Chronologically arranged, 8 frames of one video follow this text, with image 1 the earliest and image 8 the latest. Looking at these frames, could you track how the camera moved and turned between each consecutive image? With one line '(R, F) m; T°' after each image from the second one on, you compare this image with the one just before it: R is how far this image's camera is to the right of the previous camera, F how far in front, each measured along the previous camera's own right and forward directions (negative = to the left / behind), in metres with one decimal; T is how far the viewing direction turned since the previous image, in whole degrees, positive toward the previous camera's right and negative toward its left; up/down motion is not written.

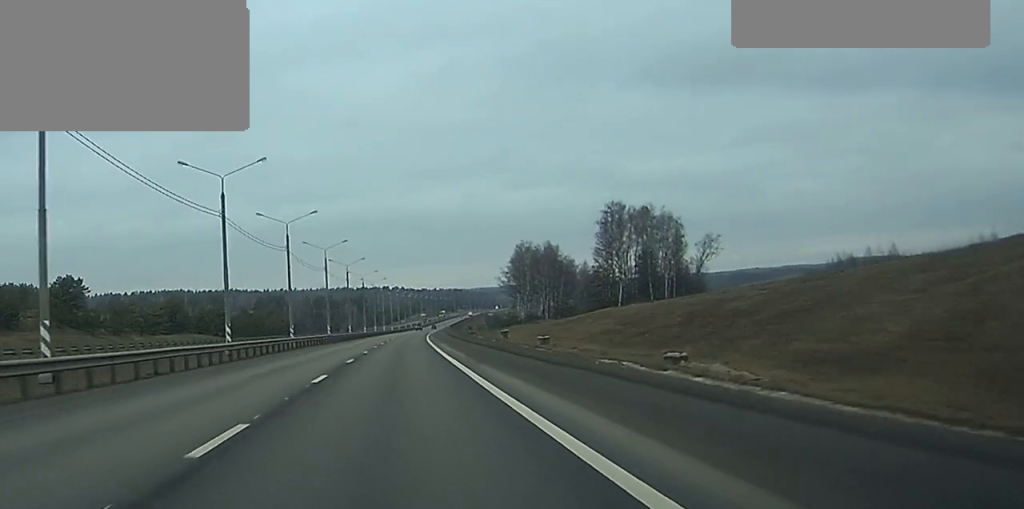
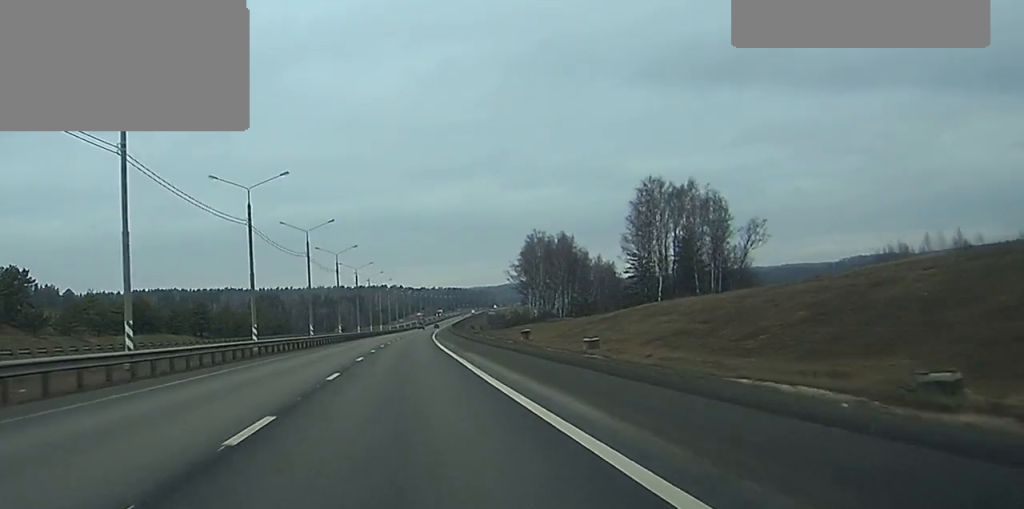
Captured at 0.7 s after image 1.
(0.0, +25.5) m; 0°
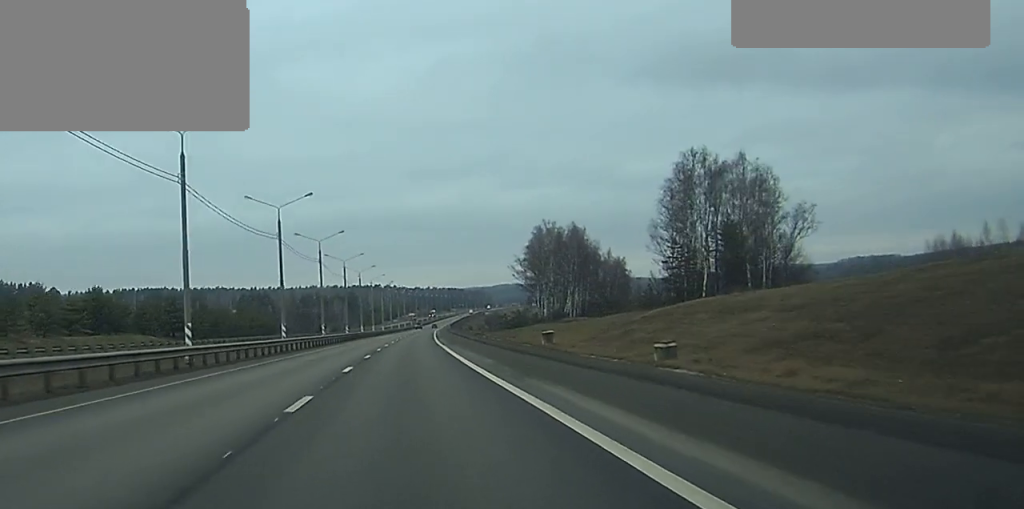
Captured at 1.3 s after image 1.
(0.0, +22.4) m; 0°
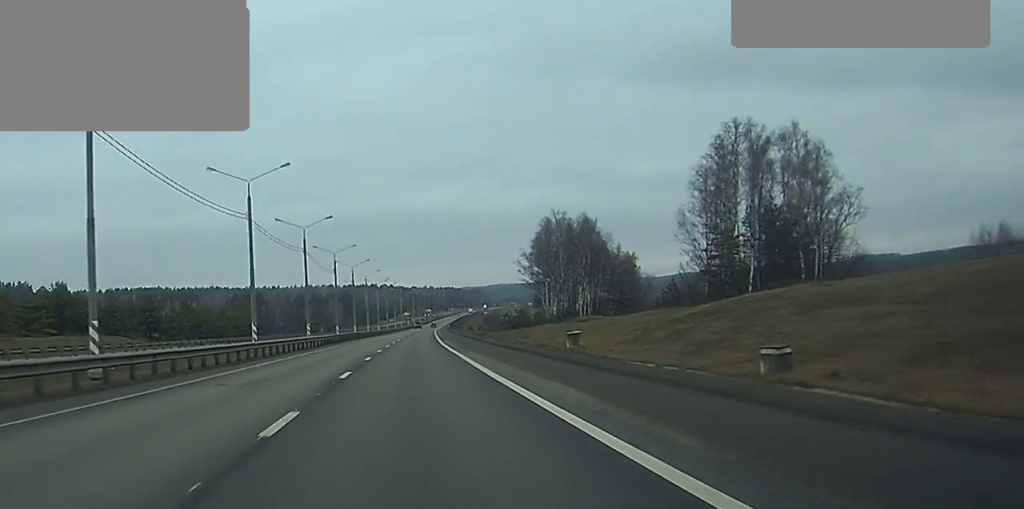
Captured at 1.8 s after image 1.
(0.0, +16.2) m; 0°
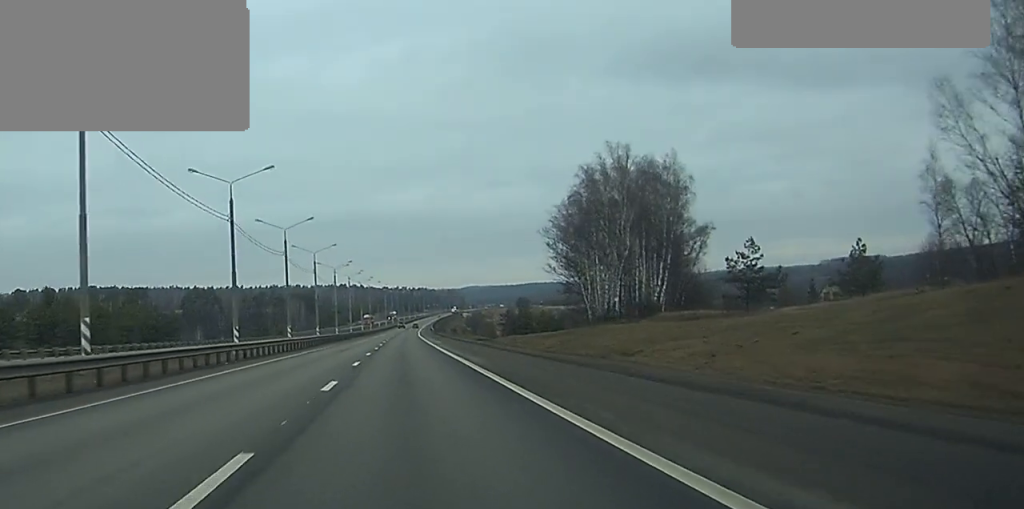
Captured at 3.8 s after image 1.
(+1.2, +66.6) m; +2°
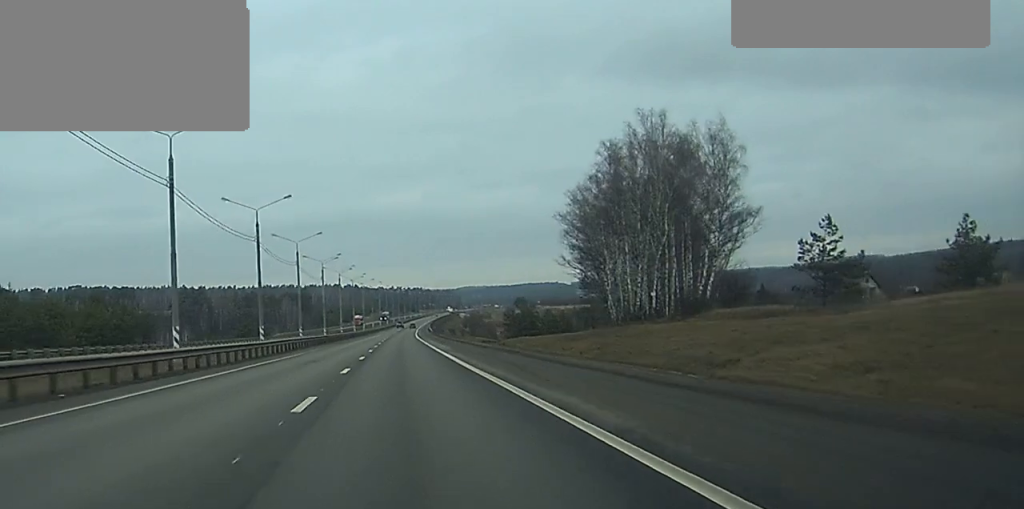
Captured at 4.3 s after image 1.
(0.0, +15.8) m; 0°
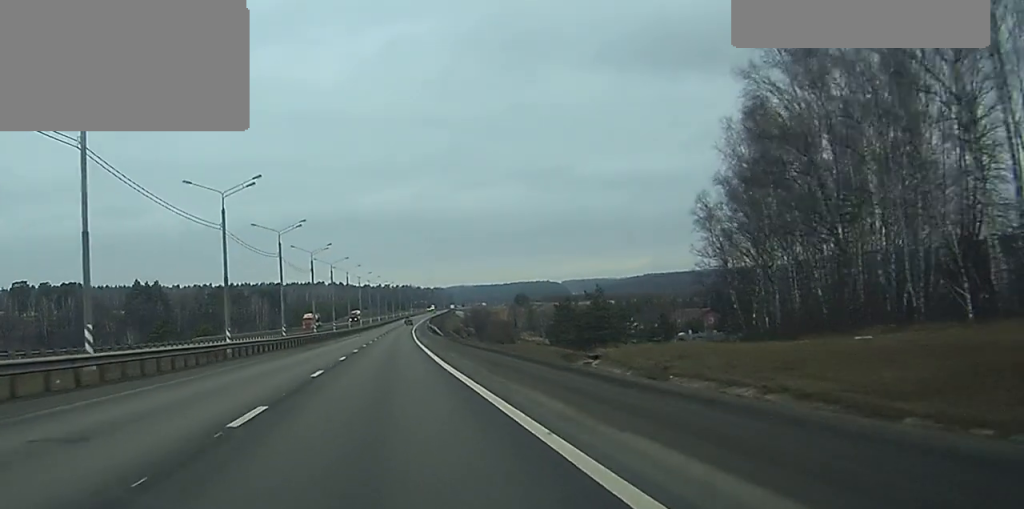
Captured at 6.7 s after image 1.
(+0.8, +73.1) m; +1°
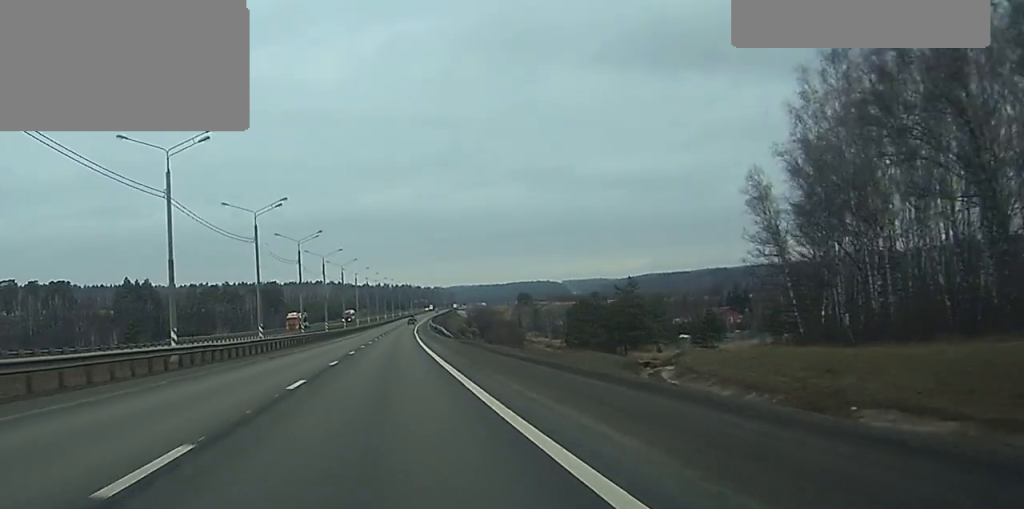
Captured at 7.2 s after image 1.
(0.0, +16.7) m; 0°
